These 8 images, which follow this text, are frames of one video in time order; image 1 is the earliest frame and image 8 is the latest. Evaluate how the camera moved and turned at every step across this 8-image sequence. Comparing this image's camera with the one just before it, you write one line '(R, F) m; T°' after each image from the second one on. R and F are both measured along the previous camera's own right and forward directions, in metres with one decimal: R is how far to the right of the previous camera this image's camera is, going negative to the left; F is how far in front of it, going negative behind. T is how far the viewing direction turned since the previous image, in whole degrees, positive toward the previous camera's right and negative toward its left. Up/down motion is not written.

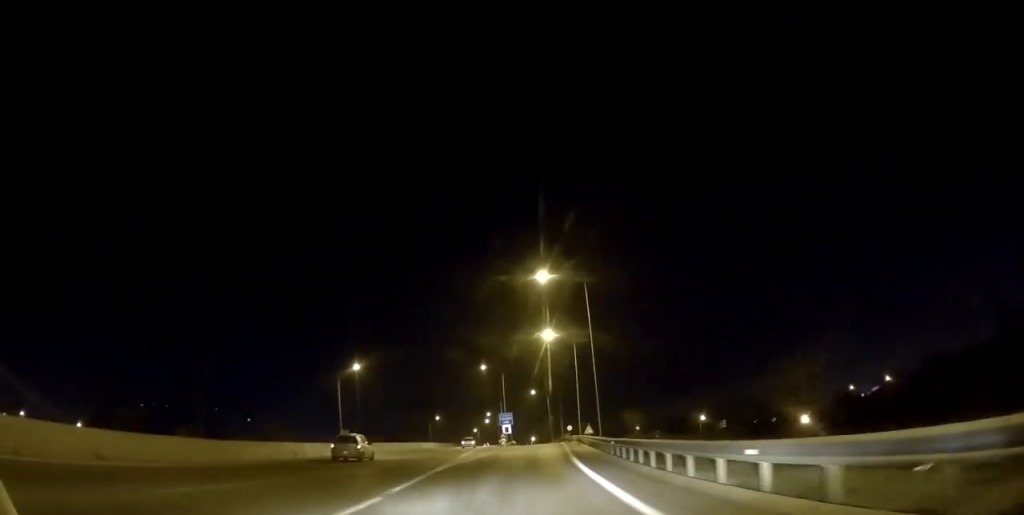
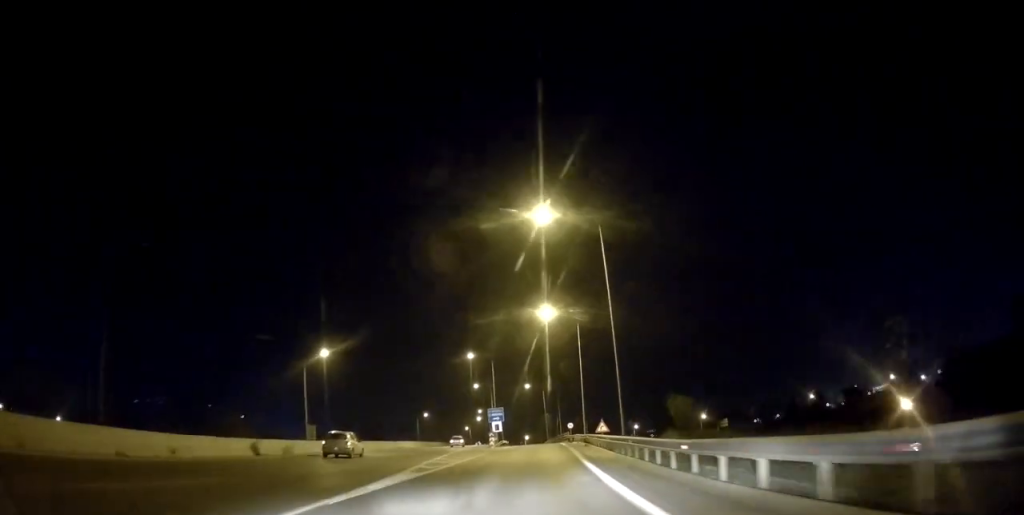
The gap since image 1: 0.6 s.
(0.0, +11.8) m; 0°
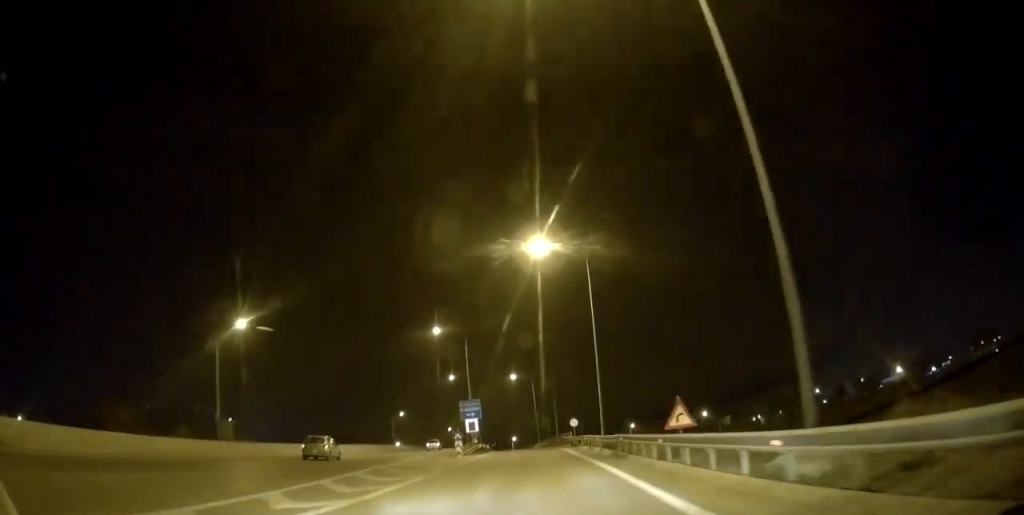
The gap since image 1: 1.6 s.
(0.0, +20.3) m; 0°
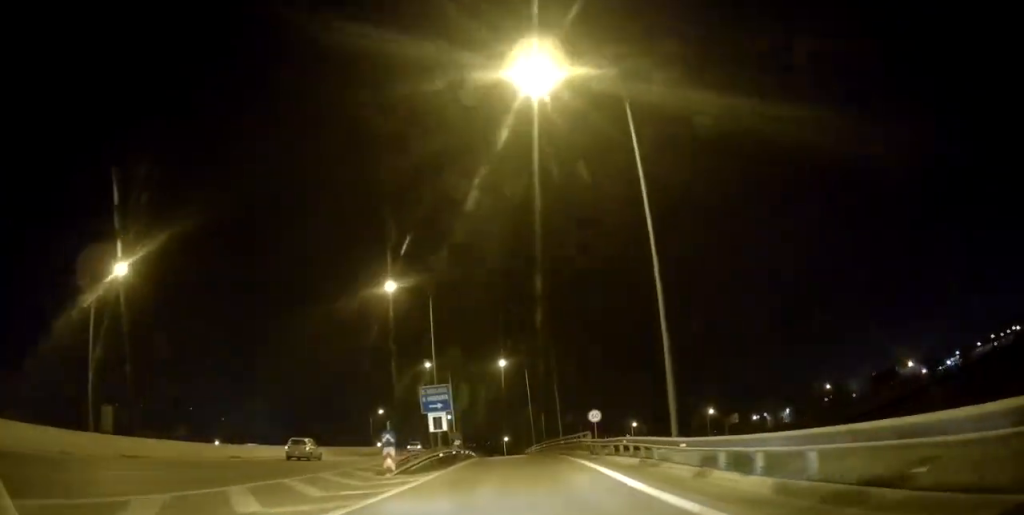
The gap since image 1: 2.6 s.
(0.0, +18.5) m; 0°
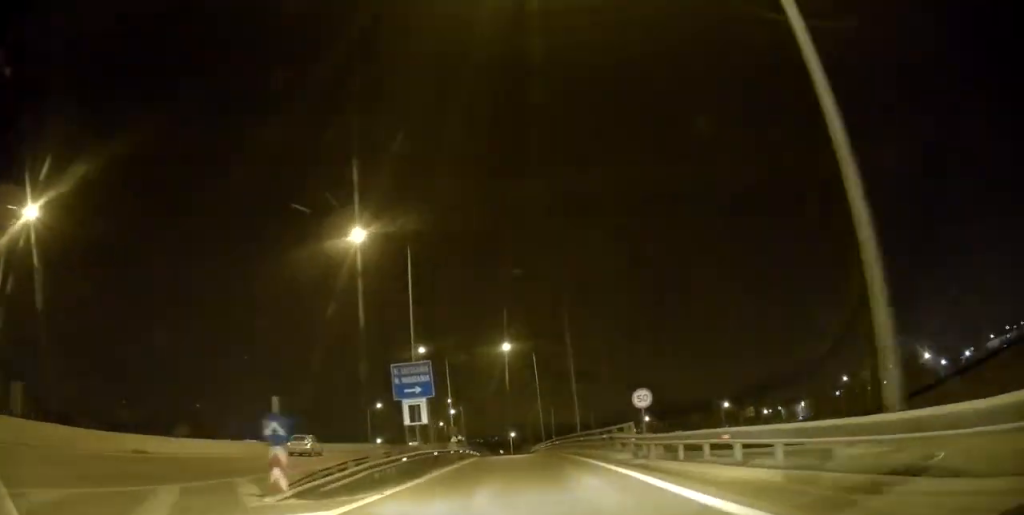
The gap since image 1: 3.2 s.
(0.0, +10.4) m; 0°
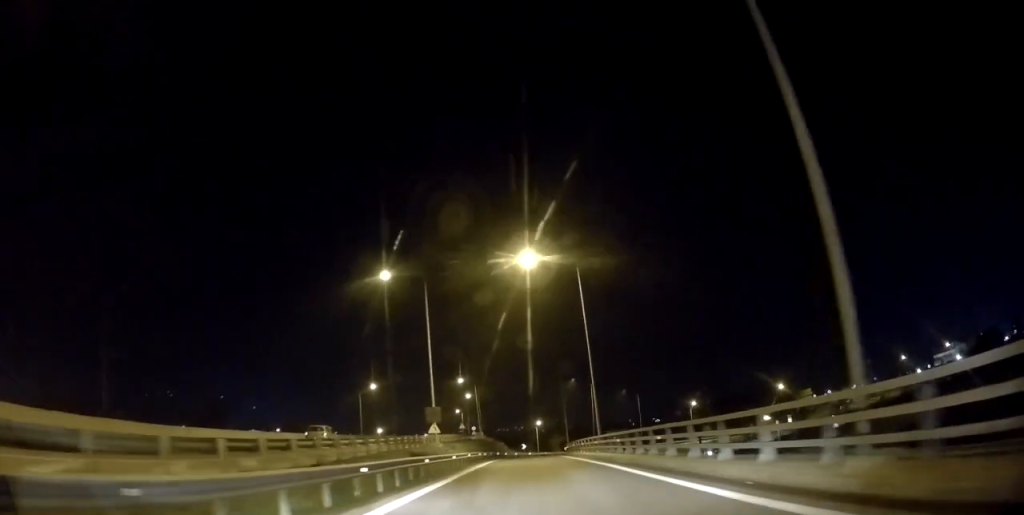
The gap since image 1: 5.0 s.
(0.0, +30.7) m; -1°
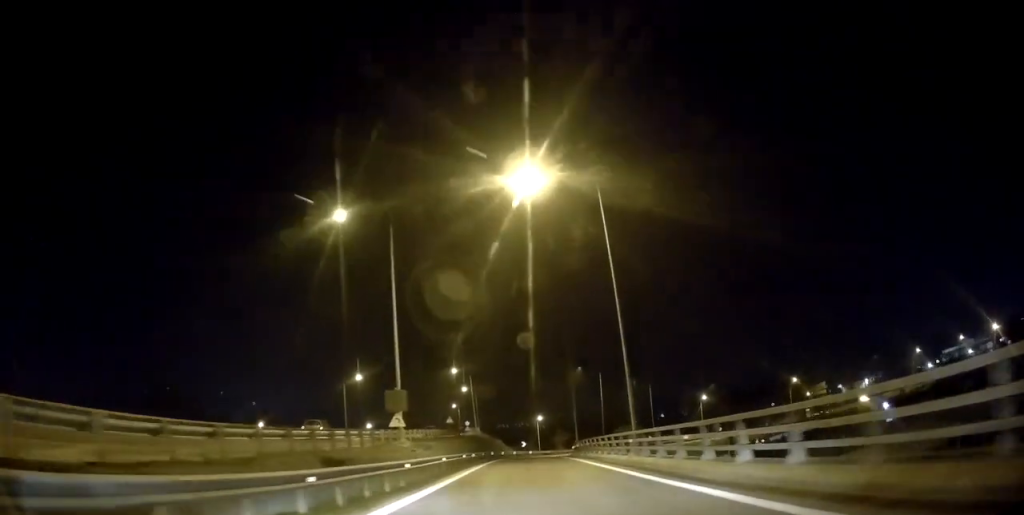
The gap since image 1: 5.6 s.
(+0.1, +11.0) m; -1°
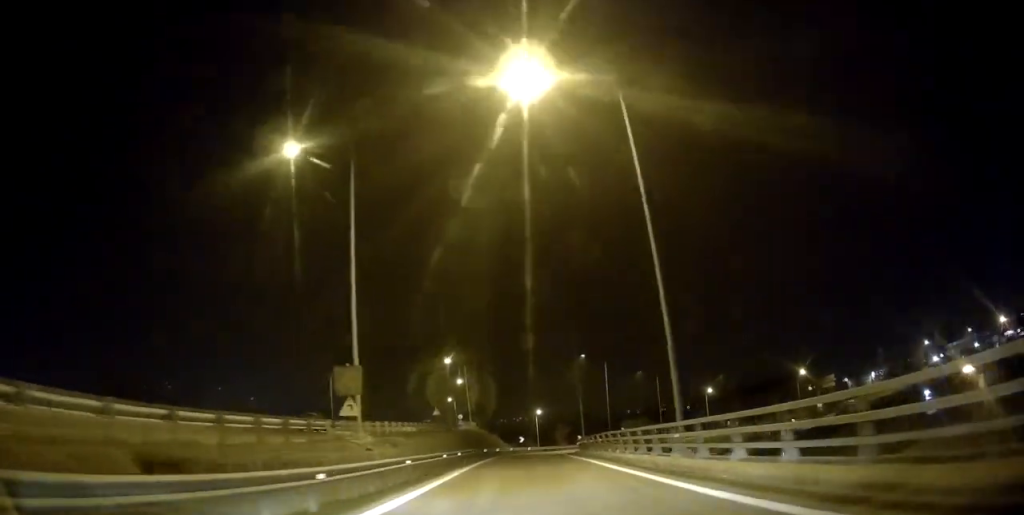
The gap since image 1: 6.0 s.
(-0.2, +7.1) m; 0°
